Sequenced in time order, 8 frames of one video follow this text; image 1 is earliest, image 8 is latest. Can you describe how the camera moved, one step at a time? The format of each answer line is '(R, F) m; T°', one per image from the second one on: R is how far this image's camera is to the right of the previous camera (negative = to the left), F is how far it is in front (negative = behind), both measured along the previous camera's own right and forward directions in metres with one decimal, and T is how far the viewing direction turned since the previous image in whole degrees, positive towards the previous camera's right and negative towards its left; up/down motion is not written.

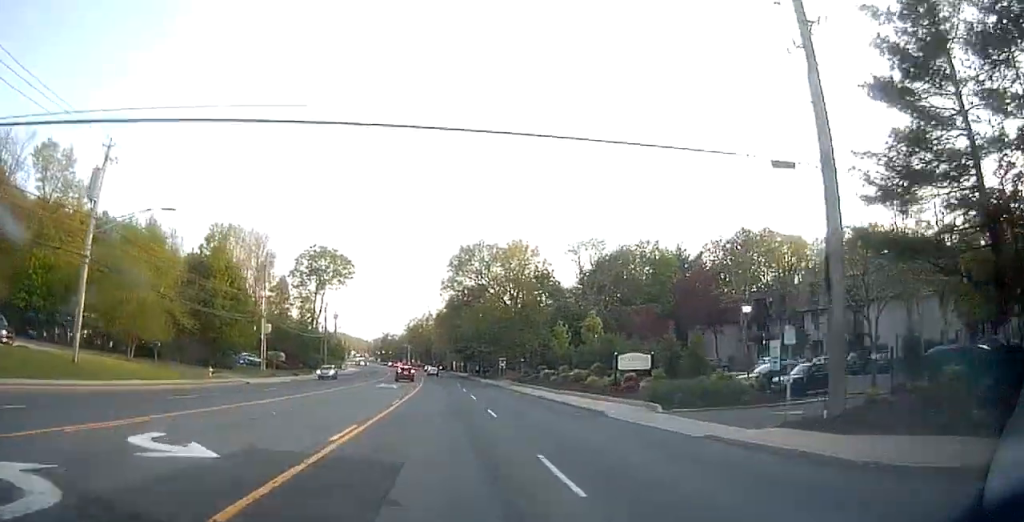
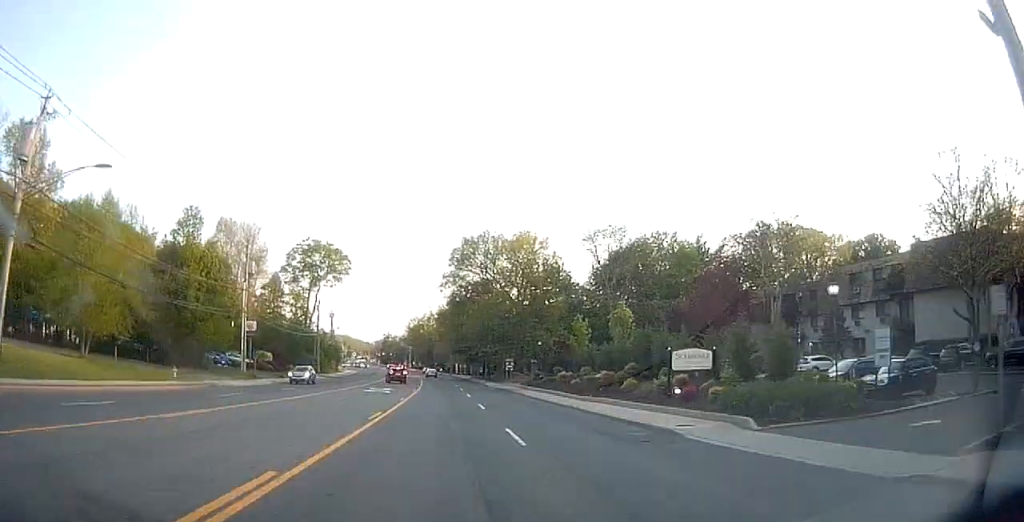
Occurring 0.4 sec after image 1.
(-0.1, +7.1) m; 0°
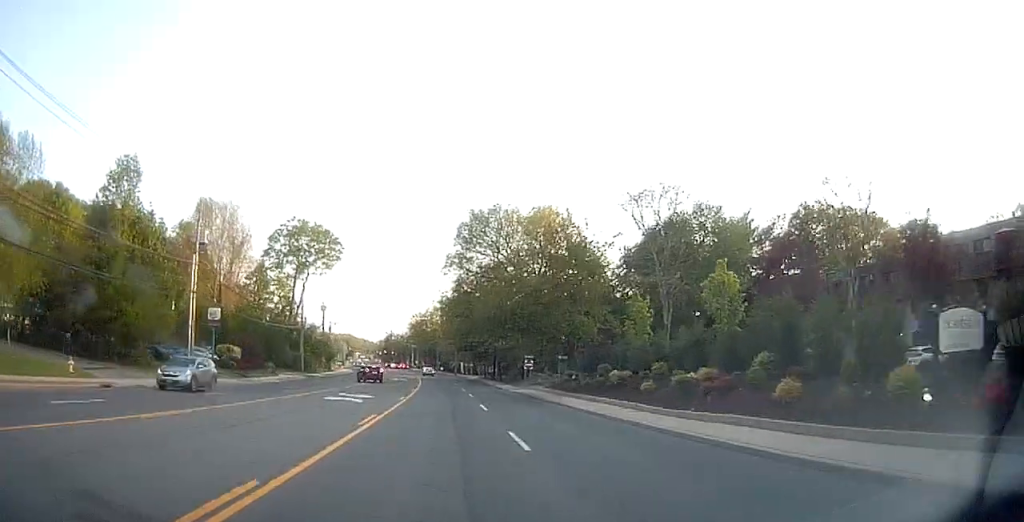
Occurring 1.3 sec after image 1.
(+0.2, +13.6) m; 0°
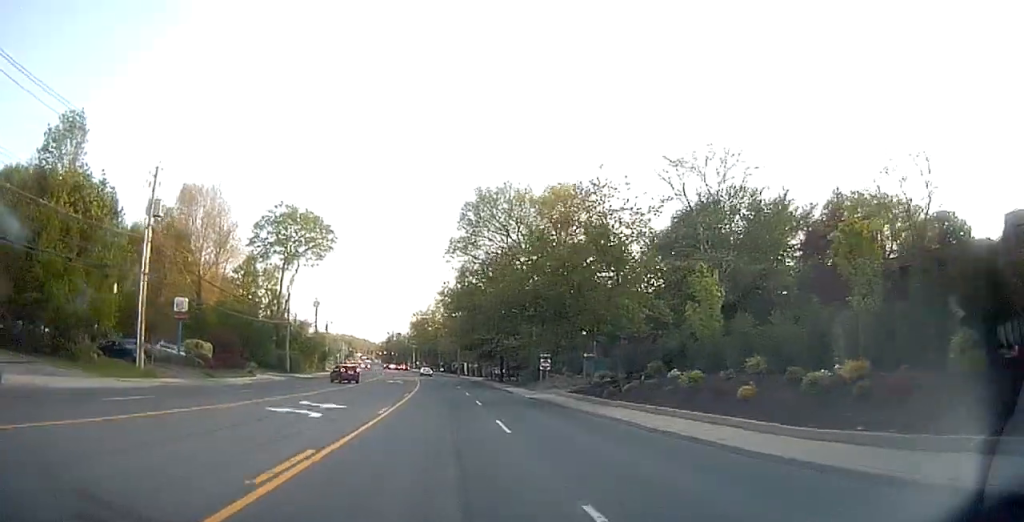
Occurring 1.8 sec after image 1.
(-0.1, +8.6) m; -1°
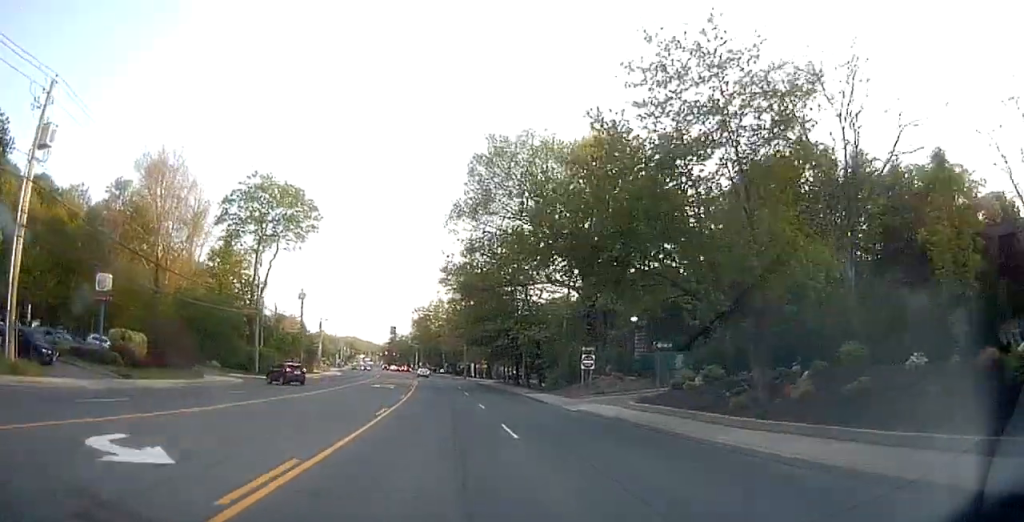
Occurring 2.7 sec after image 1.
(-0.2, +13.9) m; -1°
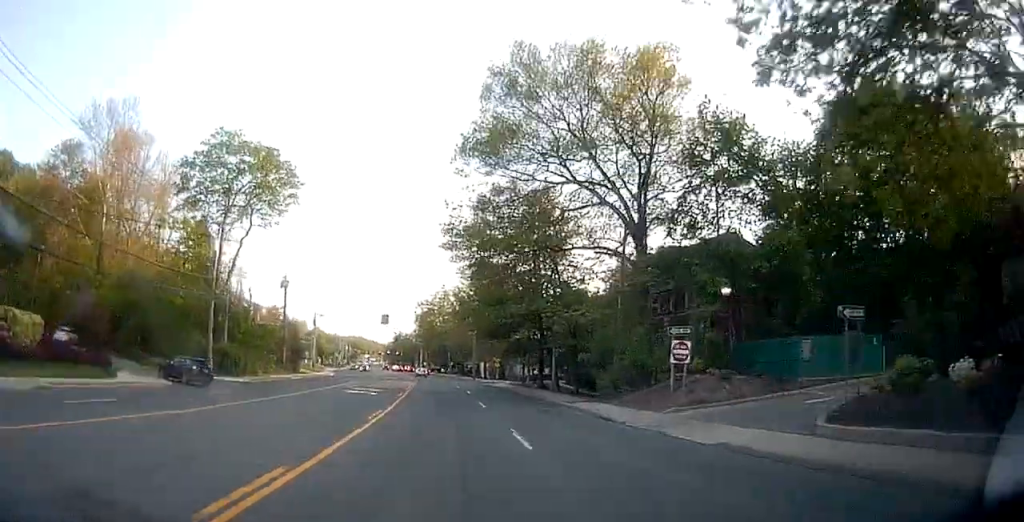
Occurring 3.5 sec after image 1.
(0.0, +13.5) m; 0°
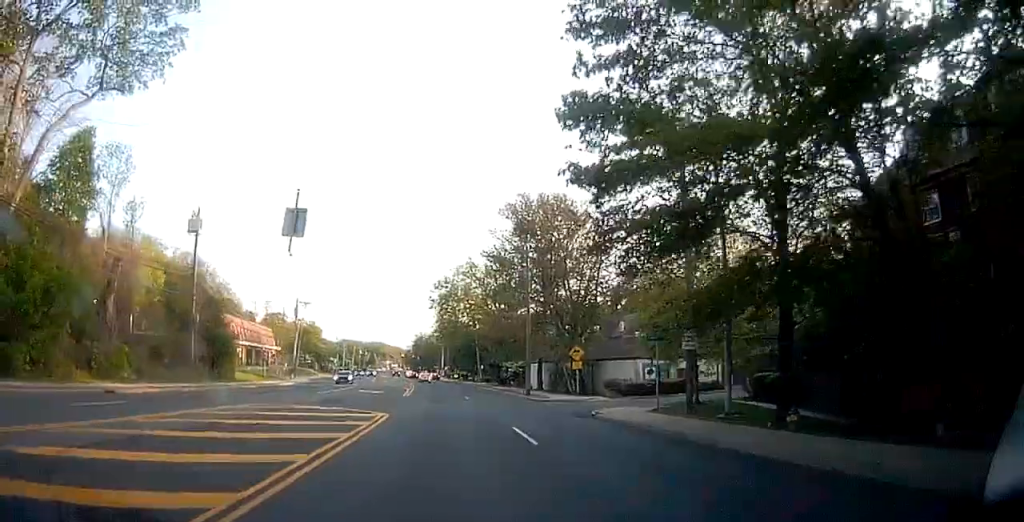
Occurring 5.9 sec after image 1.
(-1.5, +37.0) m; -4°
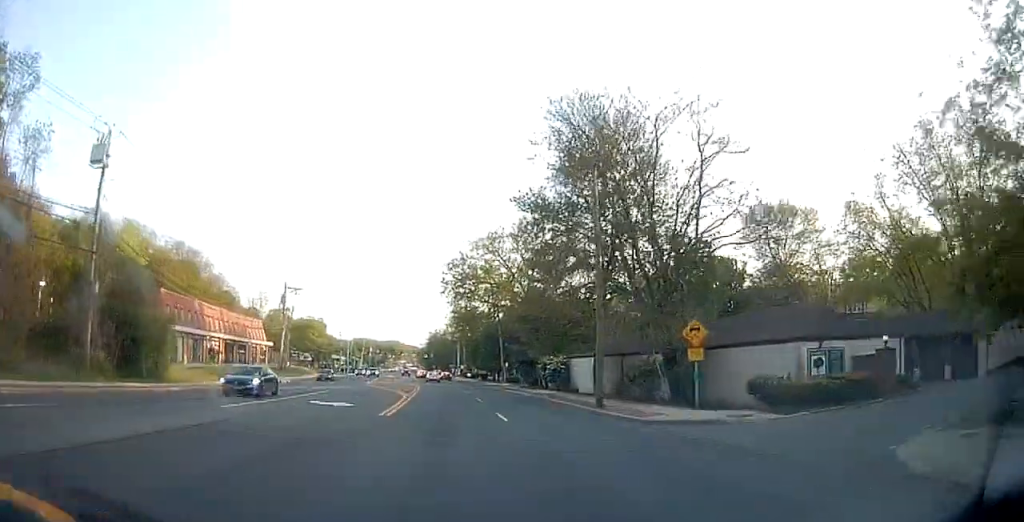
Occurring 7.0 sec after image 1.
(0.0, +17.2) m; -1°
